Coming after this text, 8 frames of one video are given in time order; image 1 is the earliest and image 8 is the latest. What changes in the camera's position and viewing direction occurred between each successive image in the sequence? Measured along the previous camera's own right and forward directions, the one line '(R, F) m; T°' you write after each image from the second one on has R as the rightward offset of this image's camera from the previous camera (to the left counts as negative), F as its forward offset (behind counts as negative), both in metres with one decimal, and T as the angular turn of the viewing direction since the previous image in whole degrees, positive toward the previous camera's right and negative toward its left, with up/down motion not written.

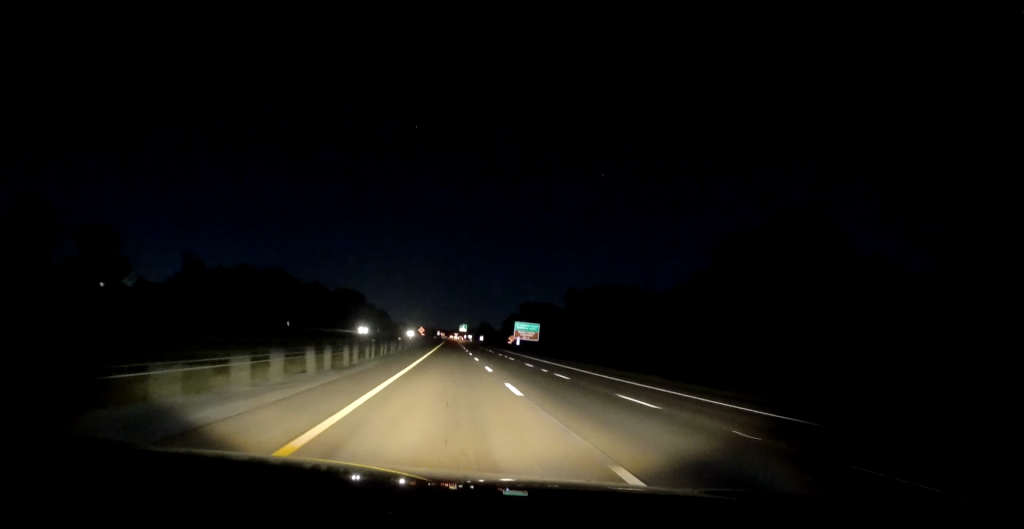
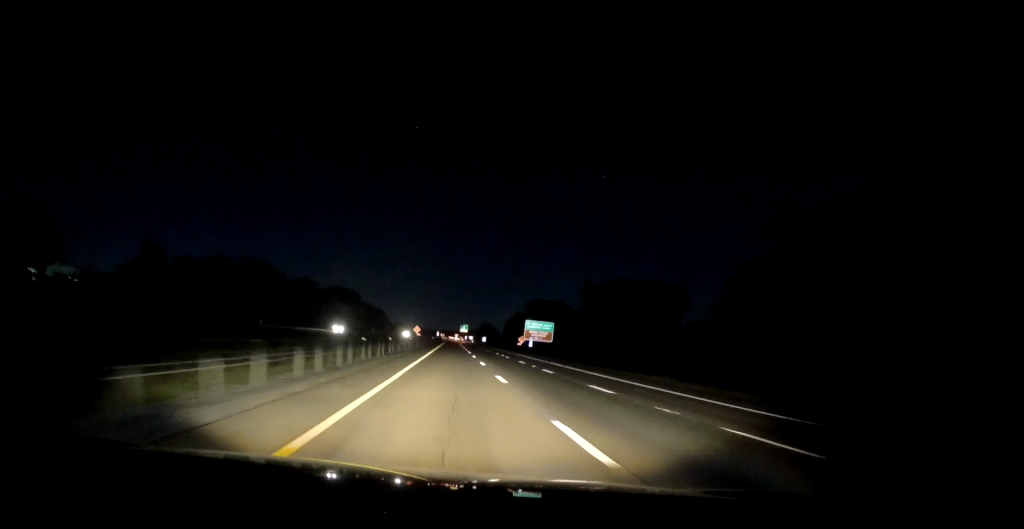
(+0.1, +19.8) m; 0°
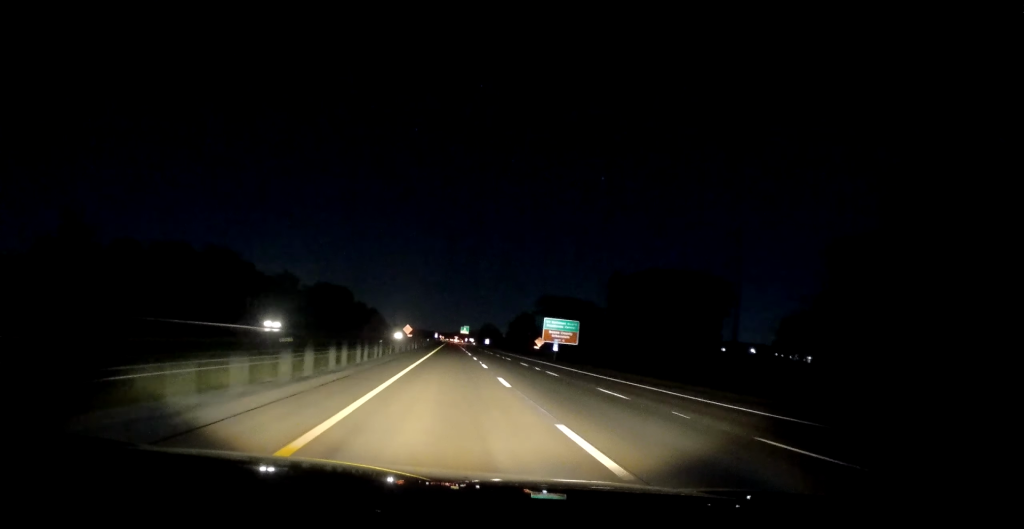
(+0.4, +25.6) m; 0°
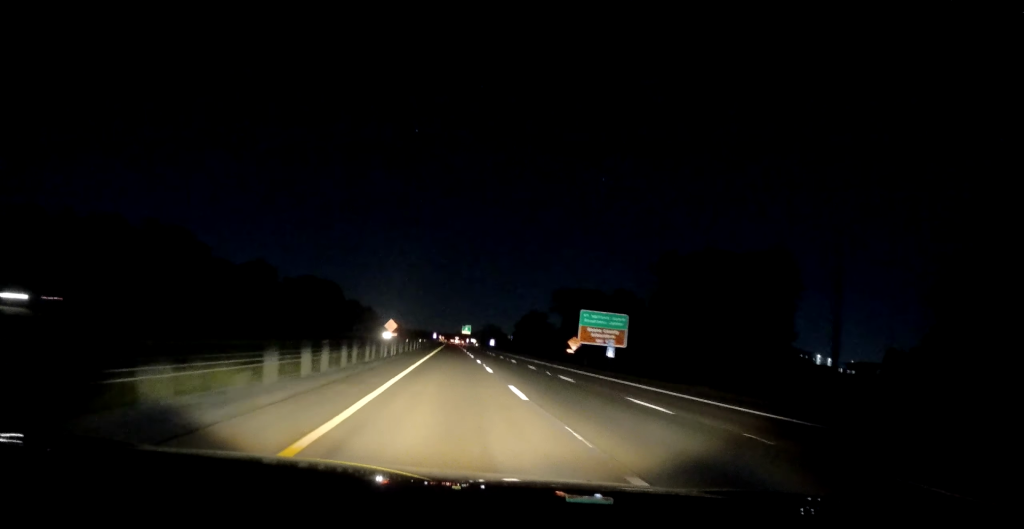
(-0.4, +27.9) m; 0°
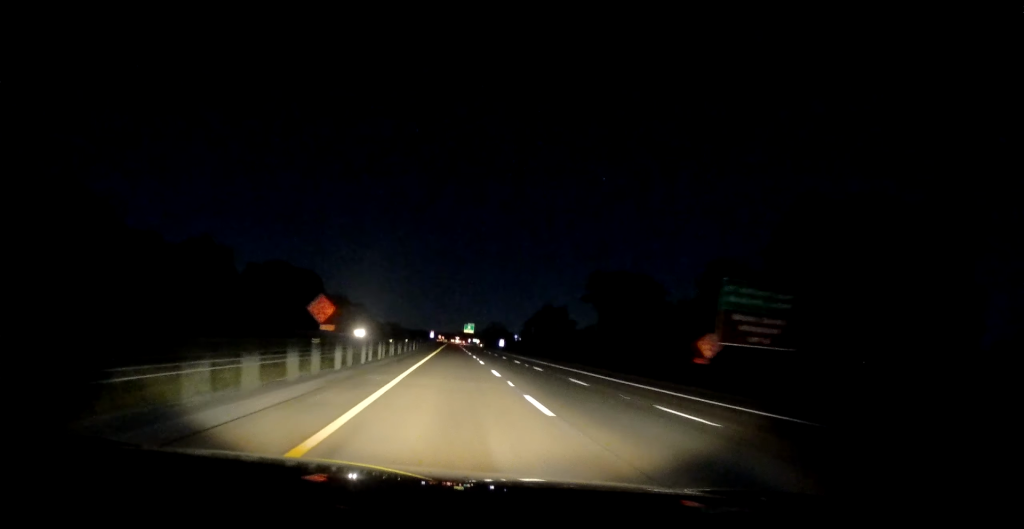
(+0.4, +38.2) m; 0°
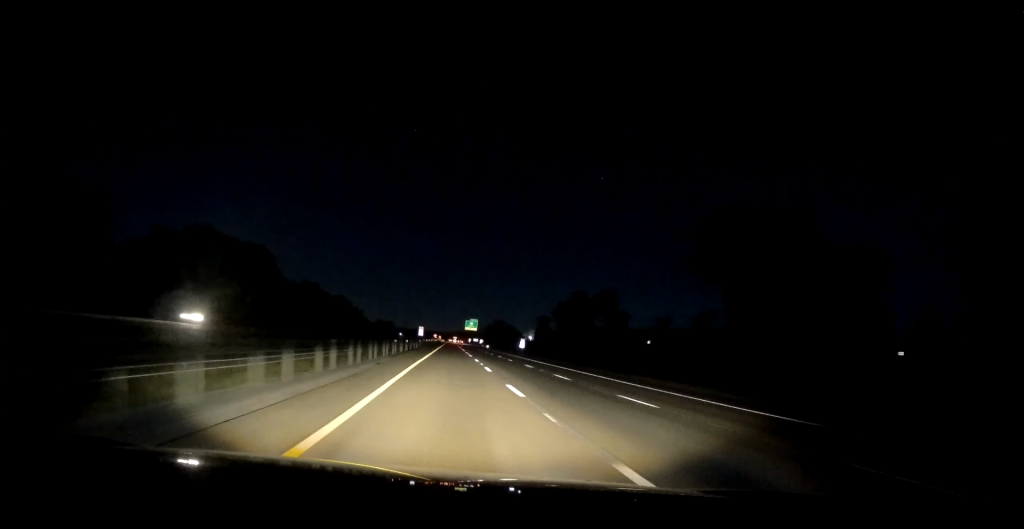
(-0.8, +57.9) m; -1°
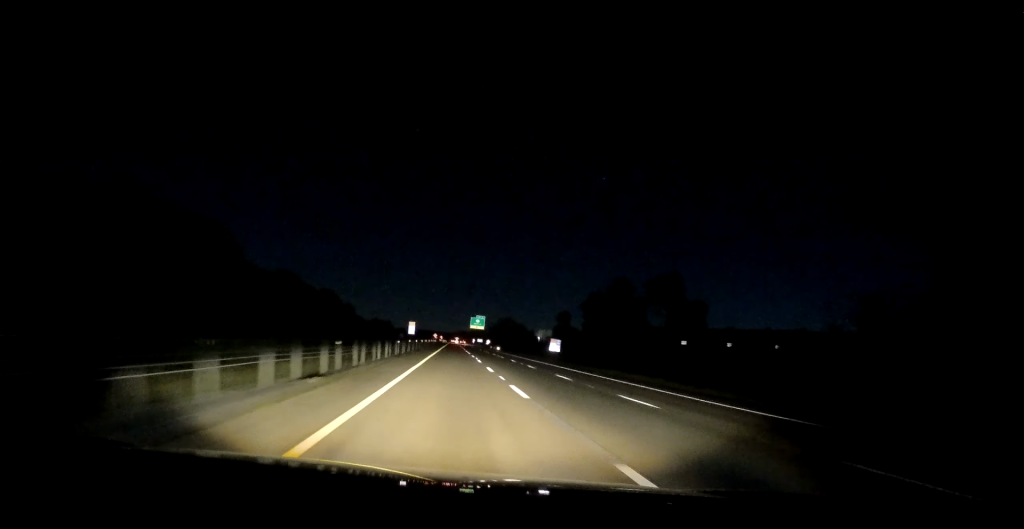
(+0.2, +36.3) m; 0°
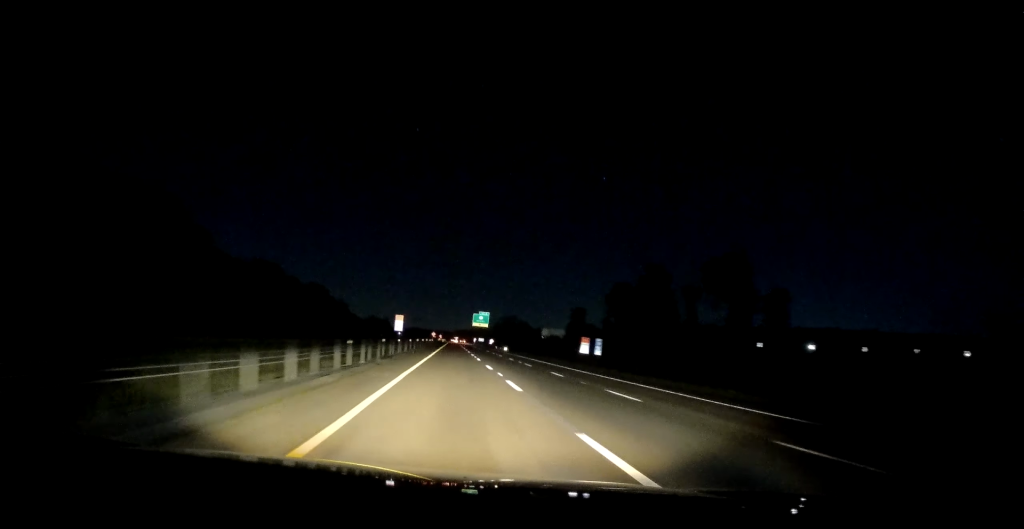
(0.0, +22.3) m; 0°
